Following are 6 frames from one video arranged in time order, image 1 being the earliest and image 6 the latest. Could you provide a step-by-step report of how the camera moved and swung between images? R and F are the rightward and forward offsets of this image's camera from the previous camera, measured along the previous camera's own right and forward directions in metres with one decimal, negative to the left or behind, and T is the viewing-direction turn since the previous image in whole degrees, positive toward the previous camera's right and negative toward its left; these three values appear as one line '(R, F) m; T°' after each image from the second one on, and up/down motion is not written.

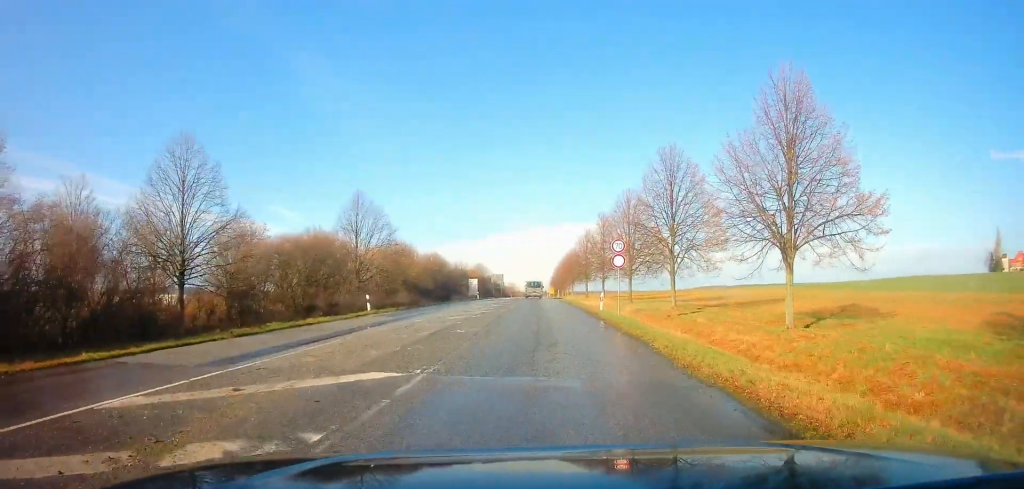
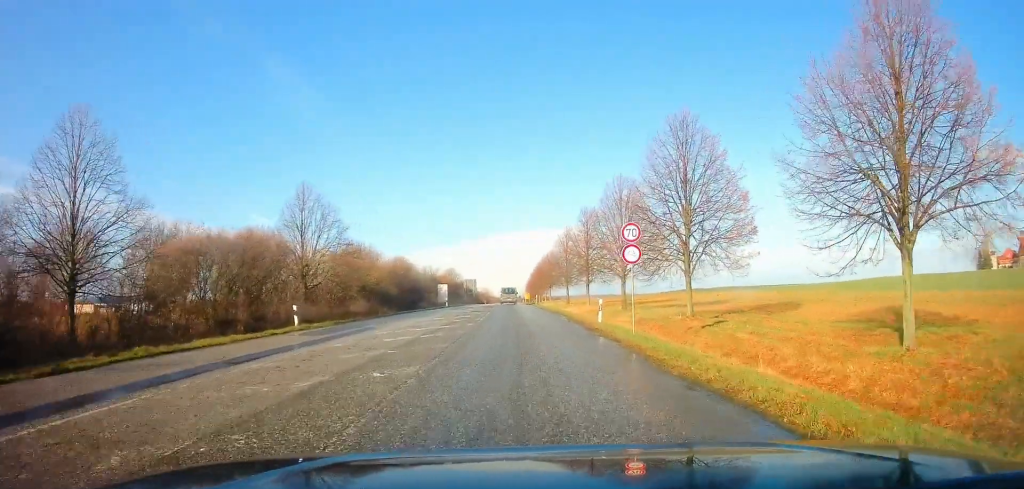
(+0.5, +7.4) m; +3°
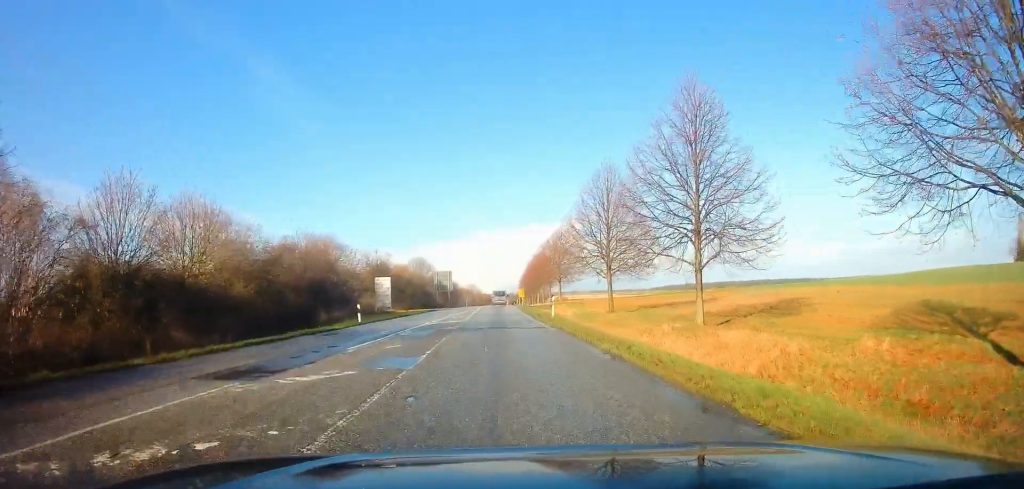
(+0.8, +34.2) m; +2°
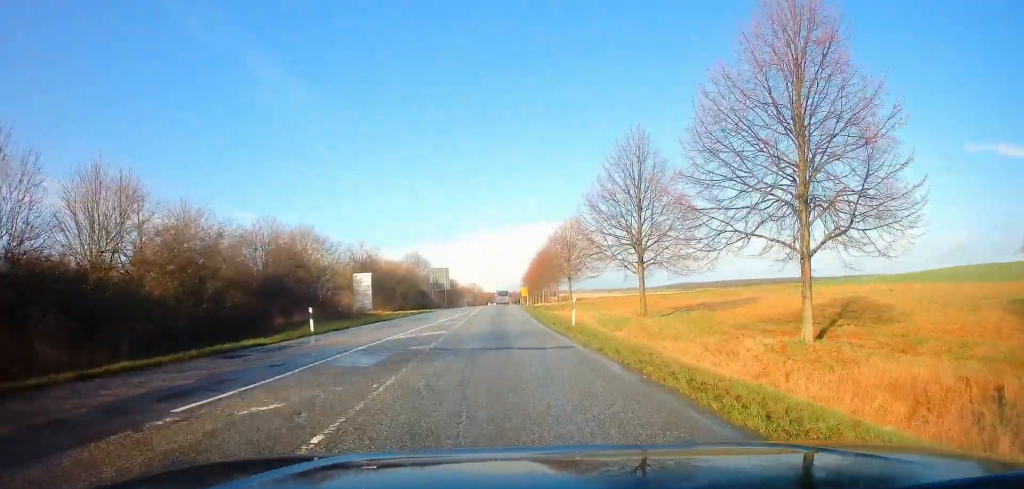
(+0.1, +7.6) m; 0°
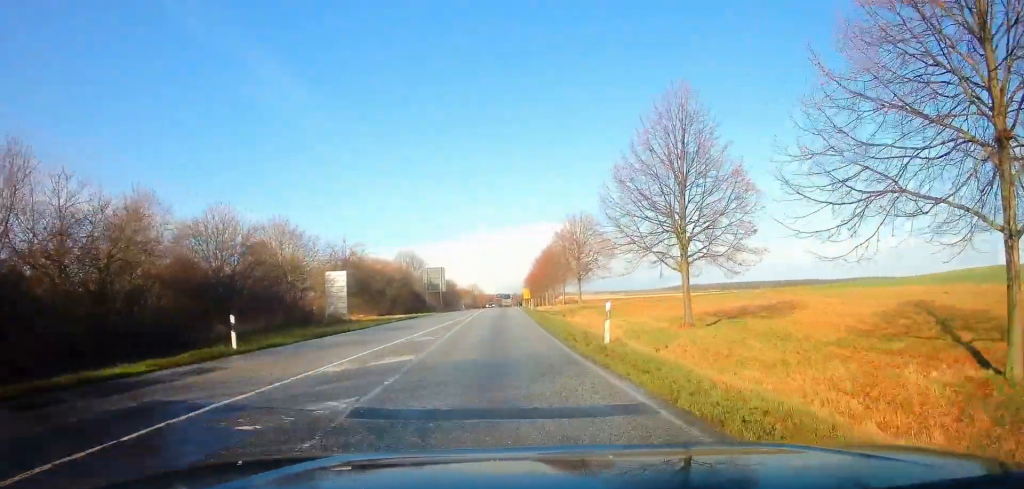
(-0.1, +6.8) m; 0°
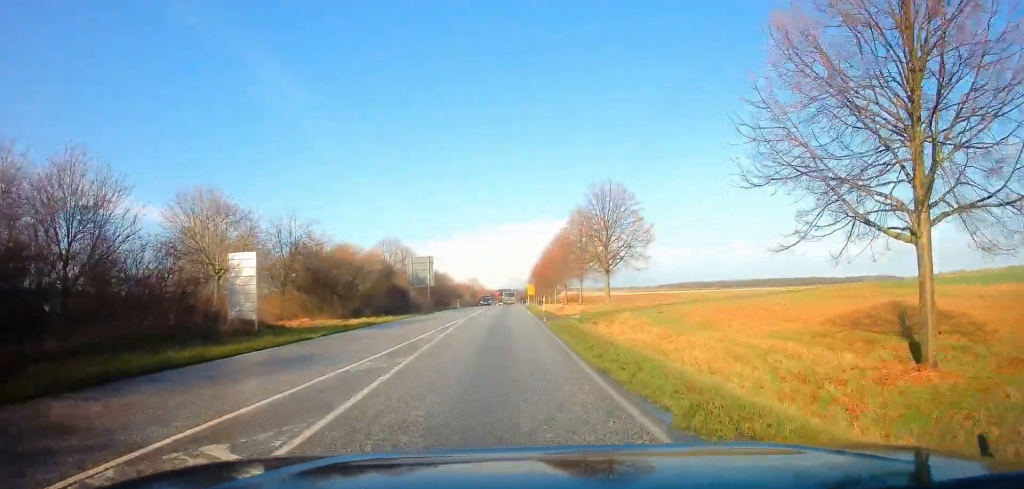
(0.0, +13.2) m; 0°
